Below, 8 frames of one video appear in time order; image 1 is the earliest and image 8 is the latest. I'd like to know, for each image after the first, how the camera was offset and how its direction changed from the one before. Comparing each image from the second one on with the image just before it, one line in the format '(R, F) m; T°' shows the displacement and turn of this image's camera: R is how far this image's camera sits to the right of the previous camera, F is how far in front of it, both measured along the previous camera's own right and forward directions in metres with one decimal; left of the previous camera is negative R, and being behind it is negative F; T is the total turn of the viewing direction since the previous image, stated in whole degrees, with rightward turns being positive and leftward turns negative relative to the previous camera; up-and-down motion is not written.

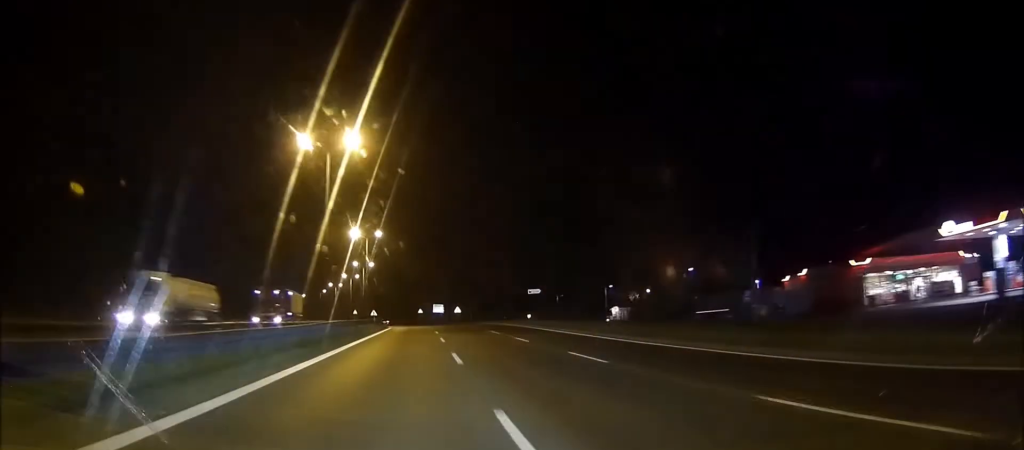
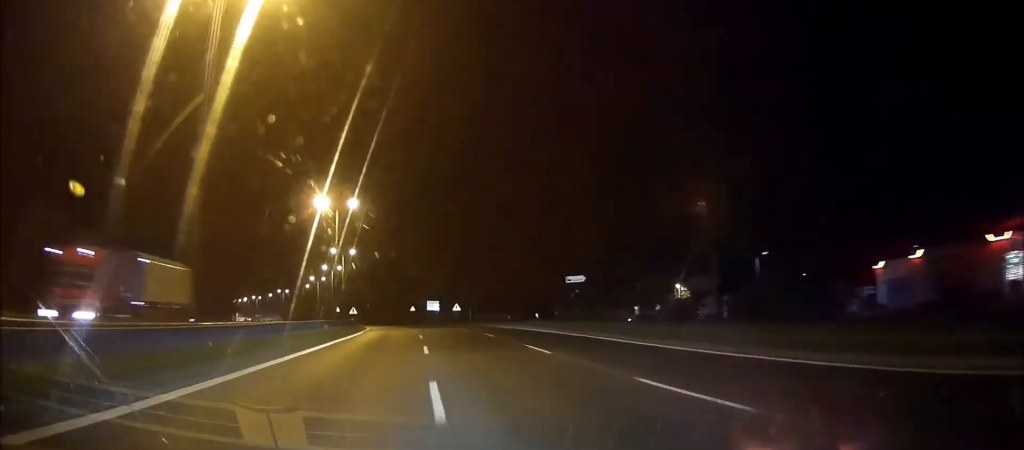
(-0.5, +19.7) m; -2°
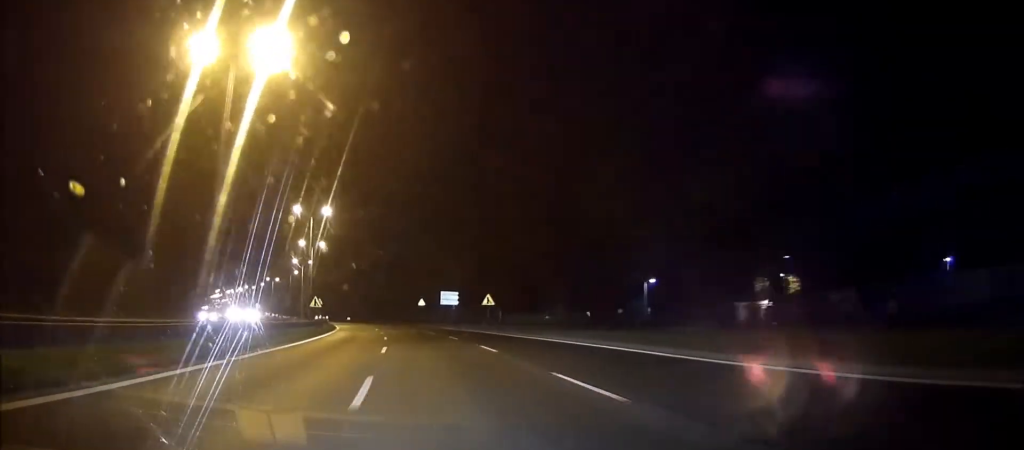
(-1.3, +33.1) m; -5°
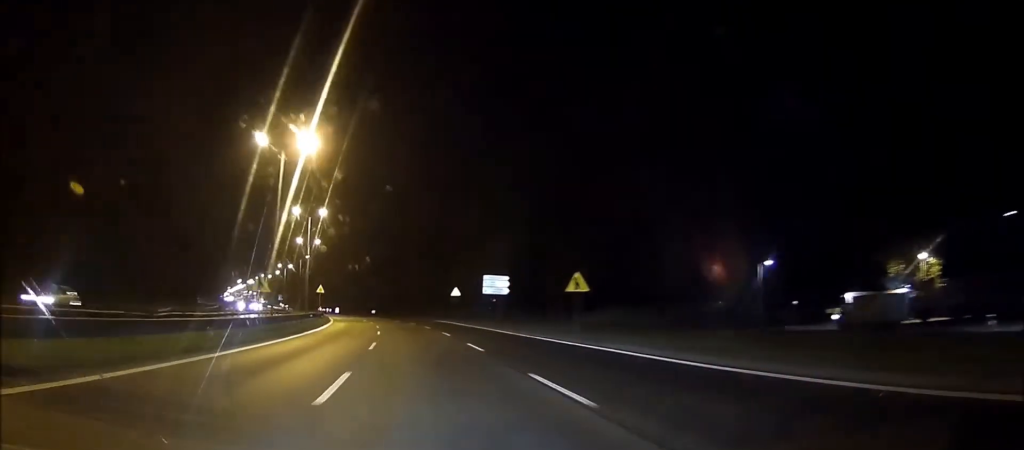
(-0.7, +22.6) m; -3°
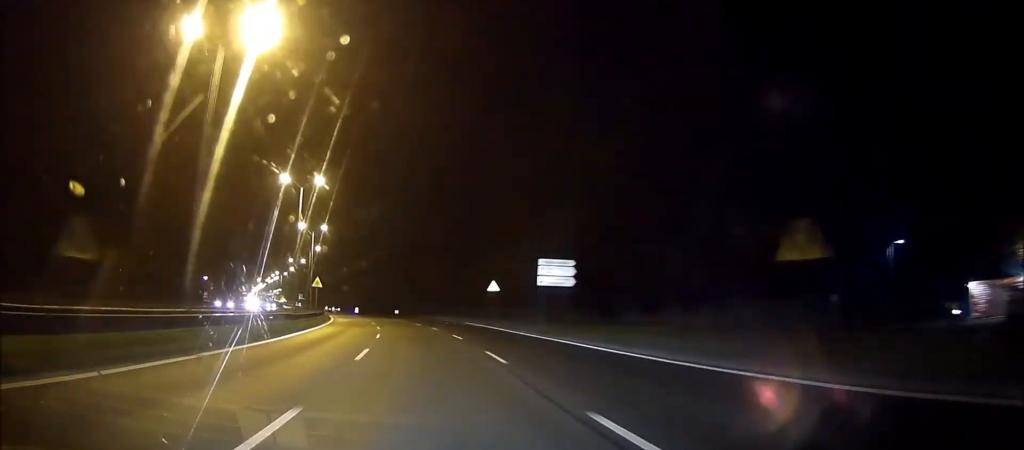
(-0.2, +16.2) m; -2°
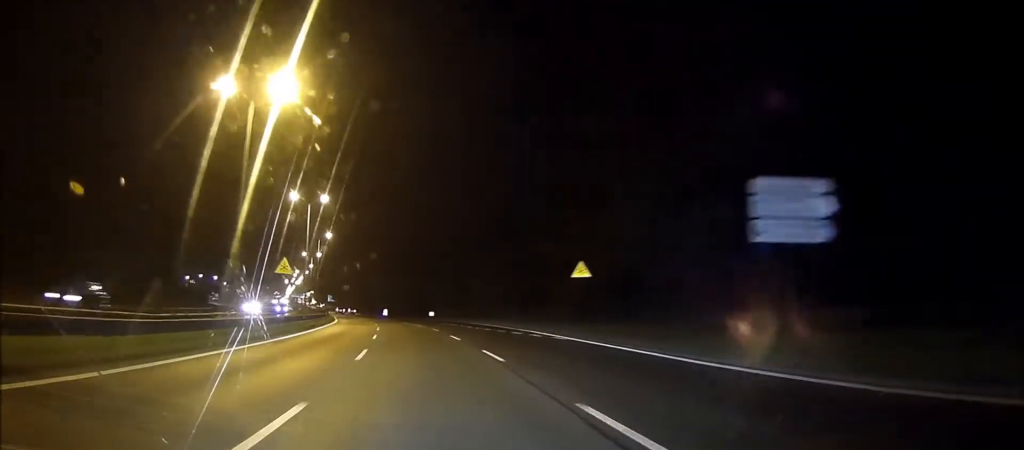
(-0.4, +22.4) m; -2°
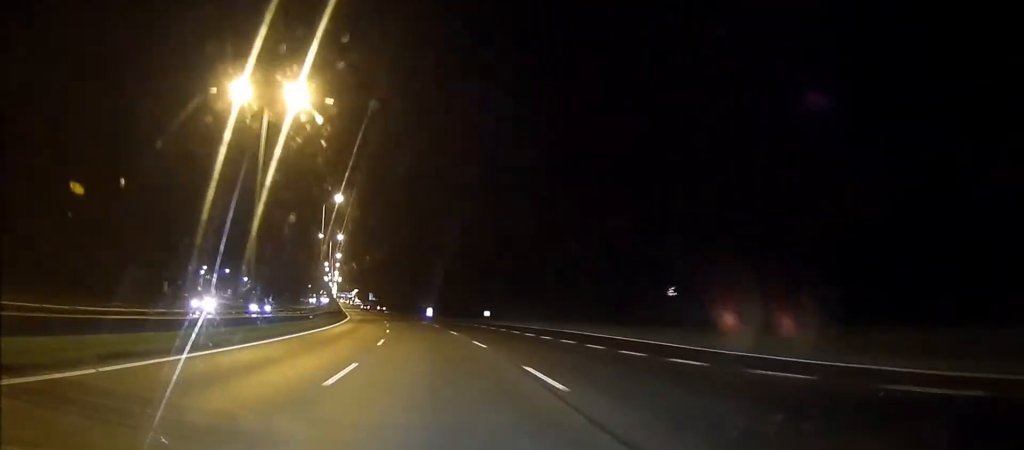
(-0.9, +28.9) m; -4°
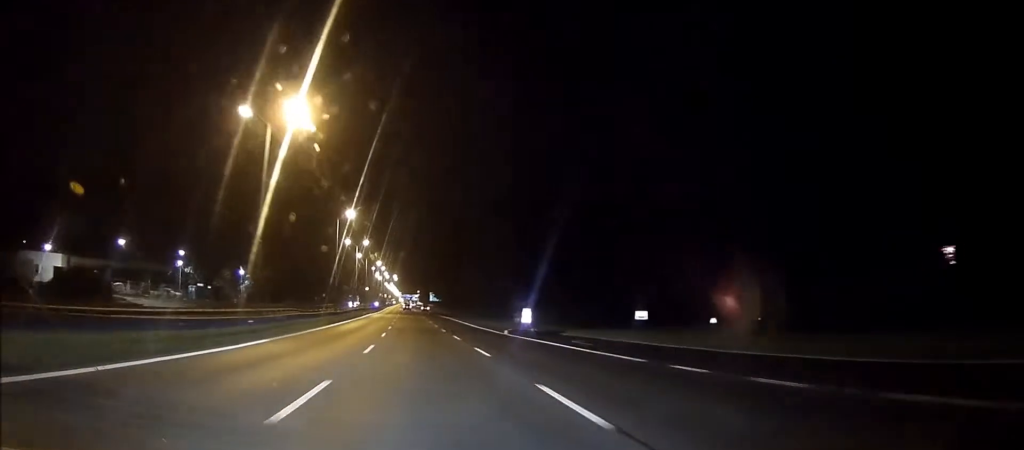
(-2.1, +63.6) m; -2°
